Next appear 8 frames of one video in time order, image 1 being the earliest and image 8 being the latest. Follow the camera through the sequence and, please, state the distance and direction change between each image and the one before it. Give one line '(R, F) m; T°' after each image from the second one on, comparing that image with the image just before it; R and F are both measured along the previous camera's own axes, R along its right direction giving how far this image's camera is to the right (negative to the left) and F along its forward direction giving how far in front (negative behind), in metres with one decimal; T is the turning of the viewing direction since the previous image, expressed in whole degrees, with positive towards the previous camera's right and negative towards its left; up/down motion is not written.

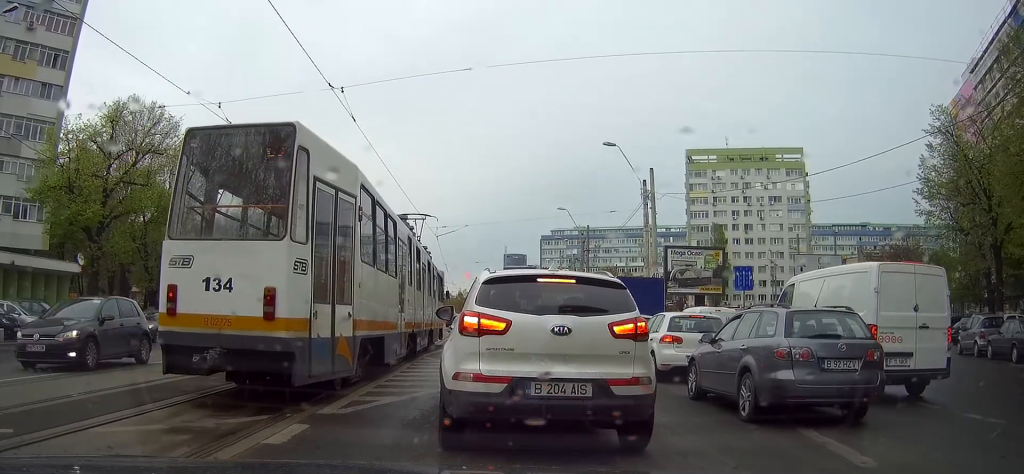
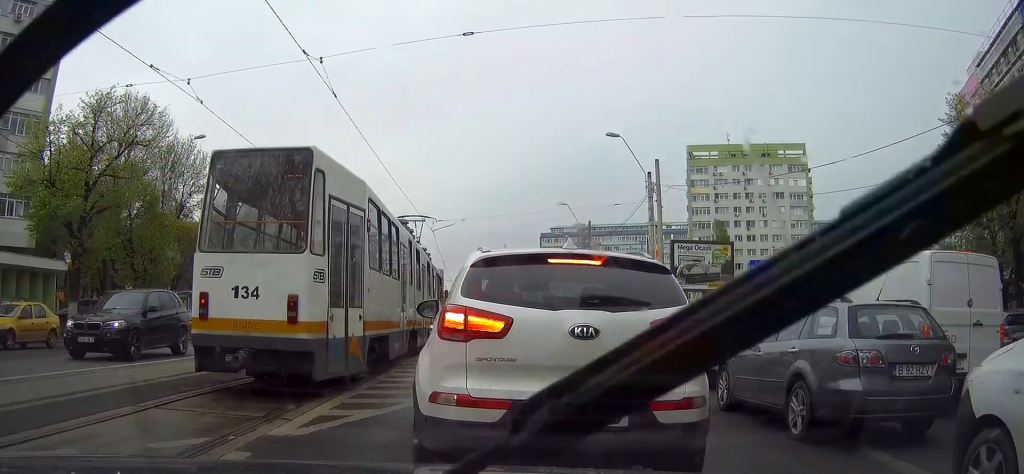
(+0.2, +2.2) m; 0°
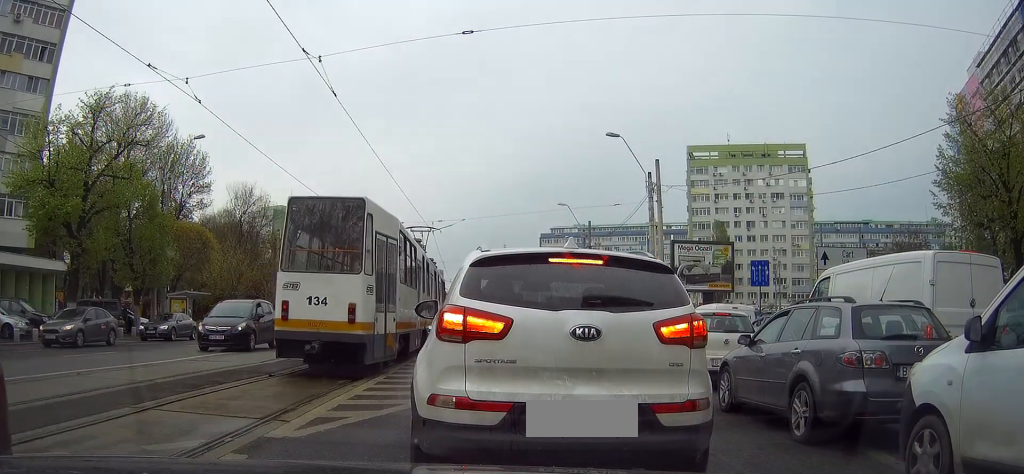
(+0.1, +0.8) m; 0°
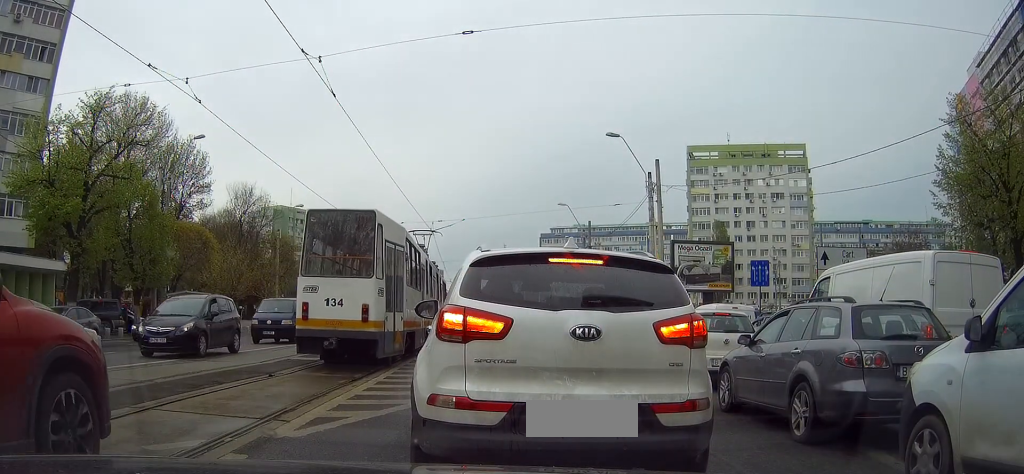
(-0.1, +0.2) m; 0°
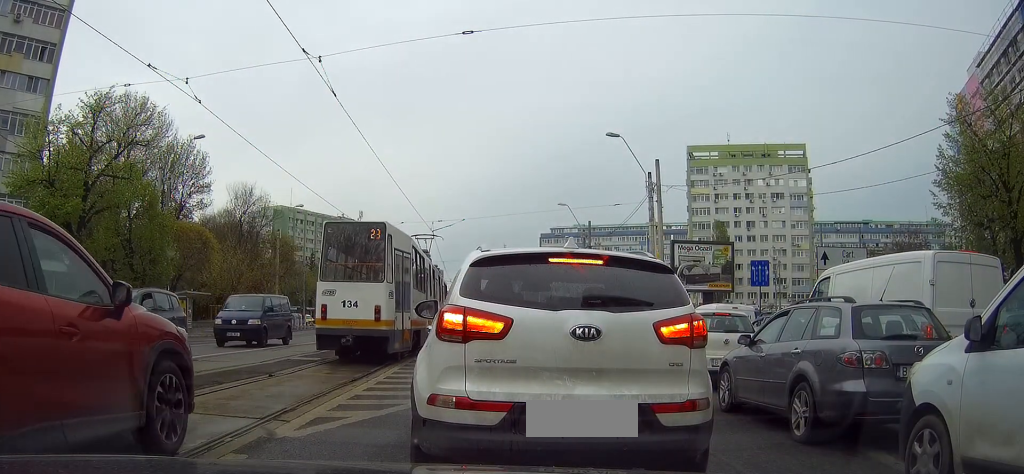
(-0.1, +0.1) m; 0°
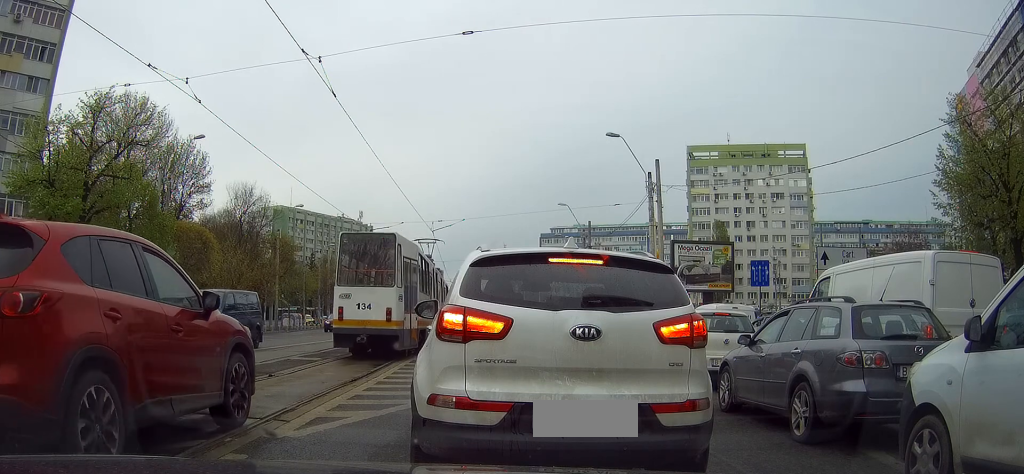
(-0.1, +0.1) m; 0°
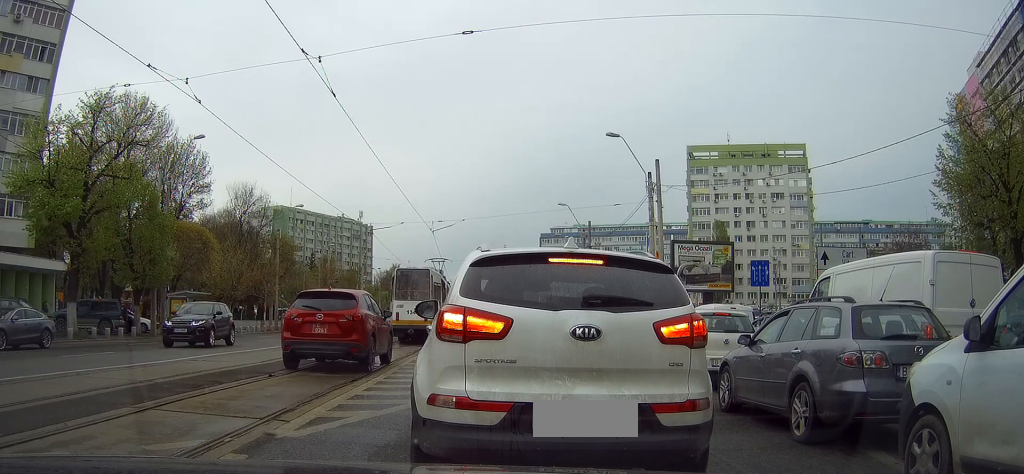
(-0.1, +0.3) m; 0°
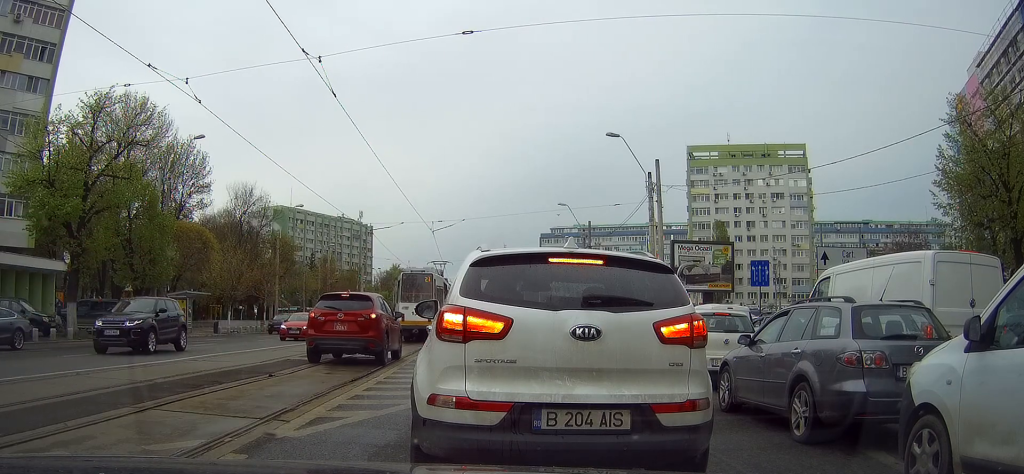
(0.0, 0.0) m; 0°
